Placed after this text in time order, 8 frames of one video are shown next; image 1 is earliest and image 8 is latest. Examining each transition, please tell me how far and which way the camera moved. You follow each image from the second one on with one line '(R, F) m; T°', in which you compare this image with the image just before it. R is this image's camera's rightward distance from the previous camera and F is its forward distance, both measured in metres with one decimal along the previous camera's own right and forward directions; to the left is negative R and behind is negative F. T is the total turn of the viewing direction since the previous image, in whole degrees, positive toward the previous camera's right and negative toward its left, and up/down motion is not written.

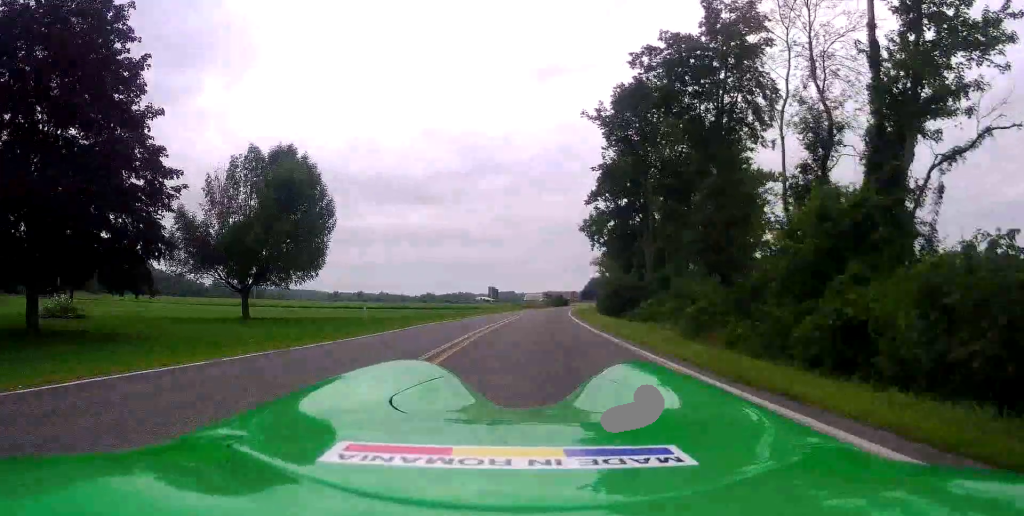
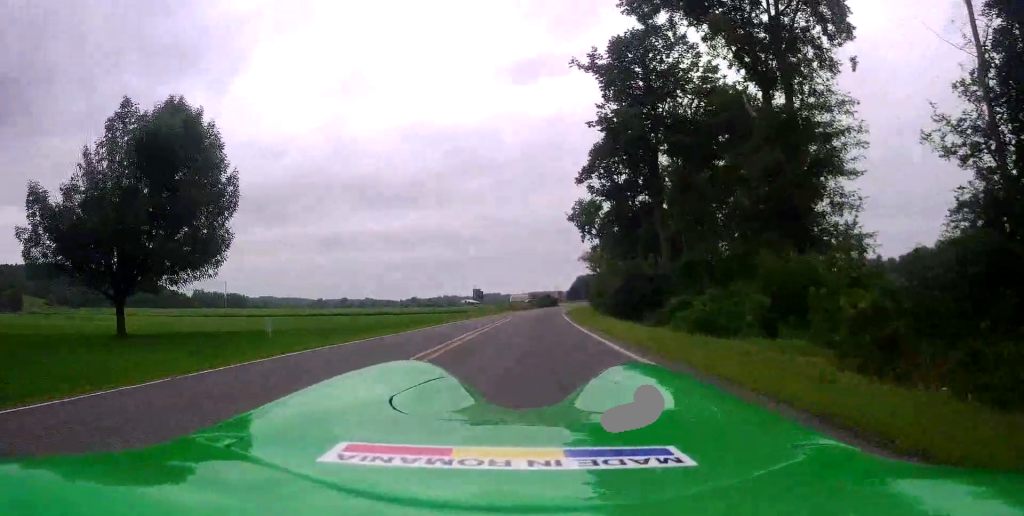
(0.0, +12.3) m; +2°
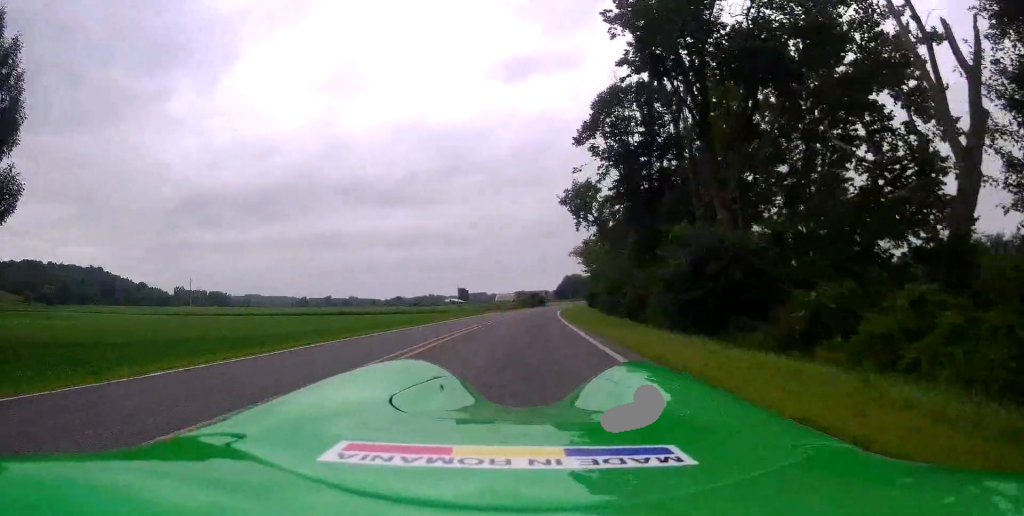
(+0.5, +14.7) m; +3°
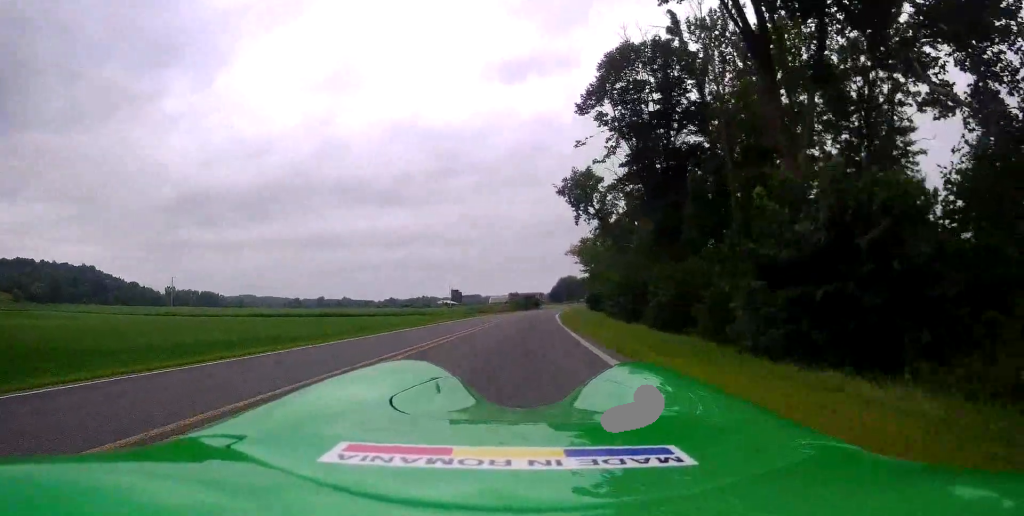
(0.0, +8.1) m; 0°
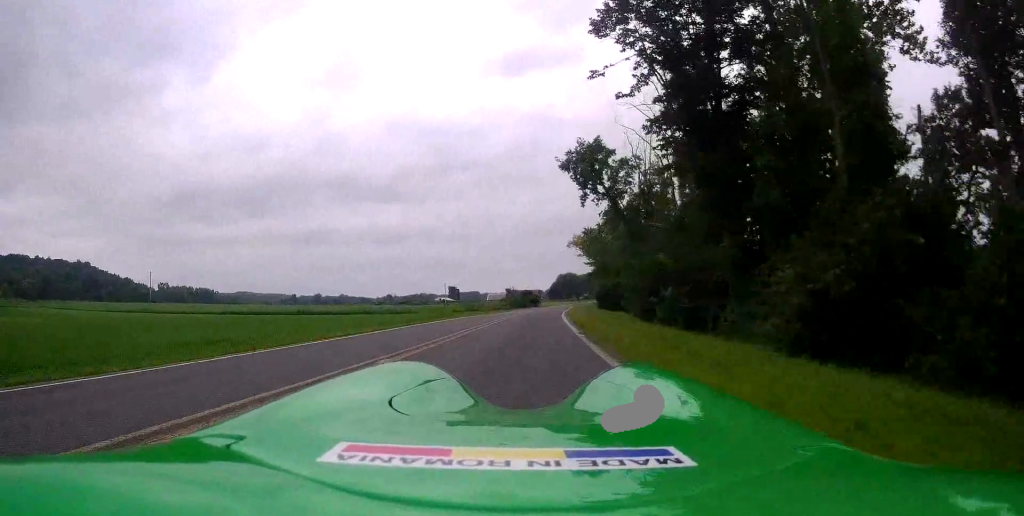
(0.0, +11.5) m; 0°
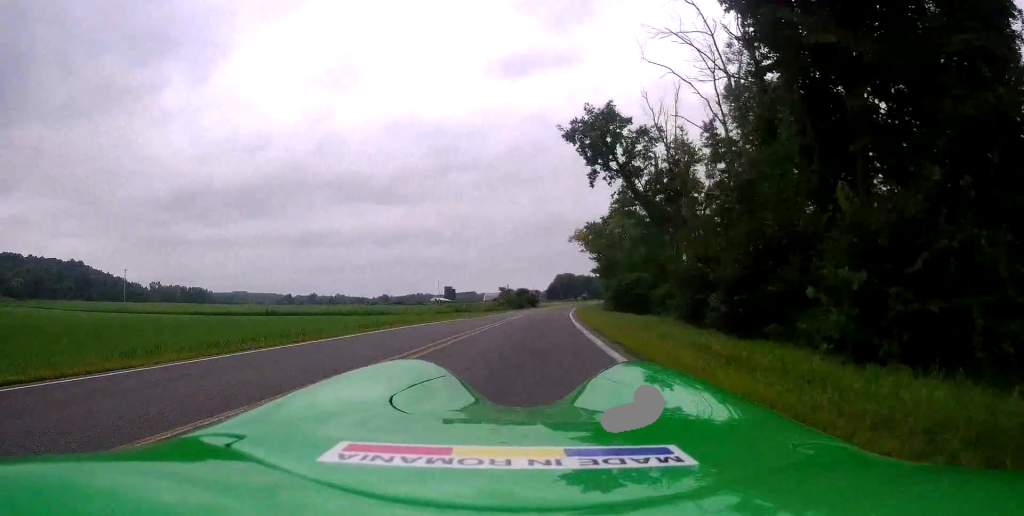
(0.0, +11.4) m; 0°
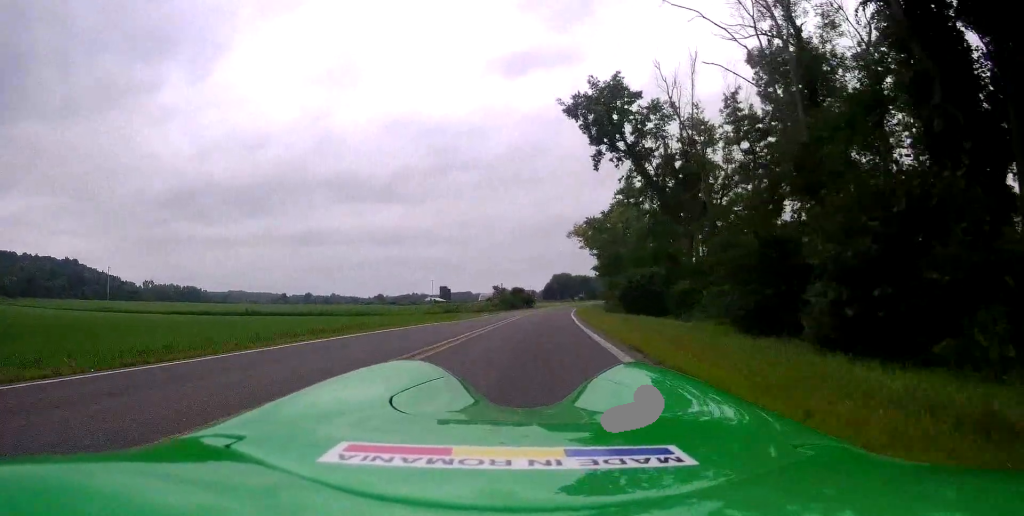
(-0.1, +5.9) m; 0°
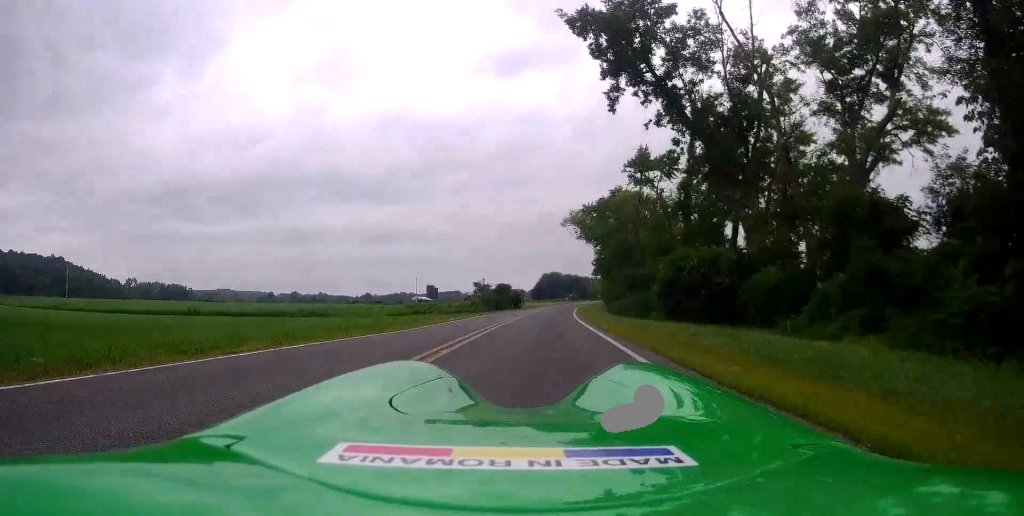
(+0.1, +13.5) m; +1°
